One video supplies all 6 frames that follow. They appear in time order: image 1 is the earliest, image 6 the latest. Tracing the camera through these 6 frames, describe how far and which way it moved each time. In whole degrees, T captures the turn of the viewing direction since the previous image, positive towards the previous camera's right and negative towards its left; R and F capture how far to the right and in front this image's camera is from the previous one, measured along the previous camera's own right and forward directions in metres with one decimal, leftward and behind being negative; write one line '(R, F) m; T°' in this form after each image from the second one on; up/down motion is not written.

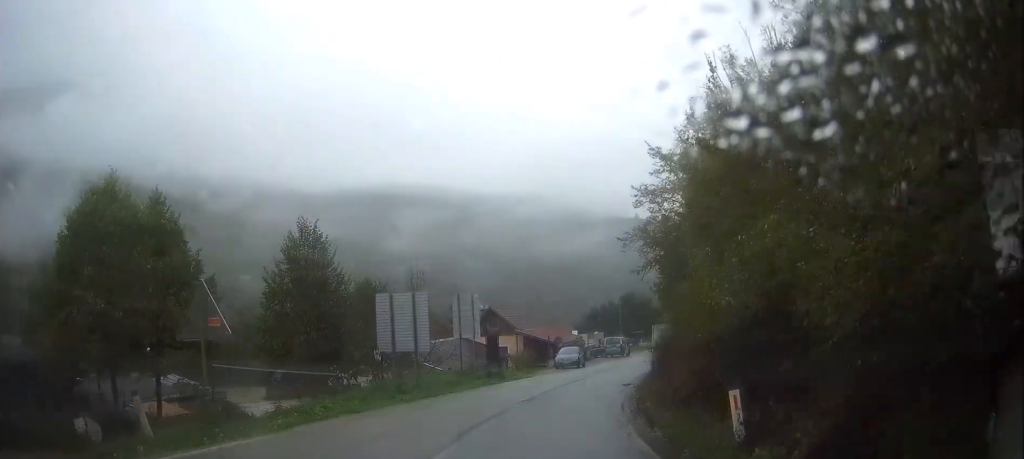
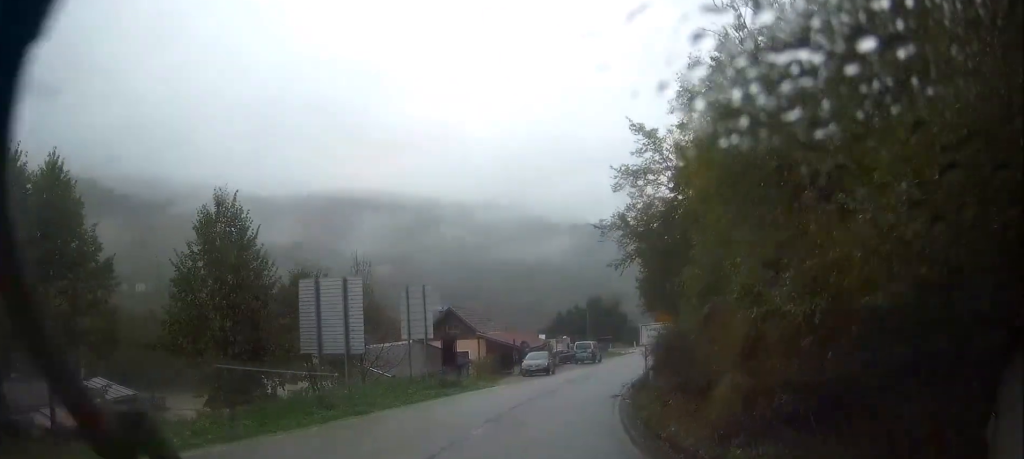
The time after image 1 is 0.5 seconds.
(+0.1, +5.9) m; +2°
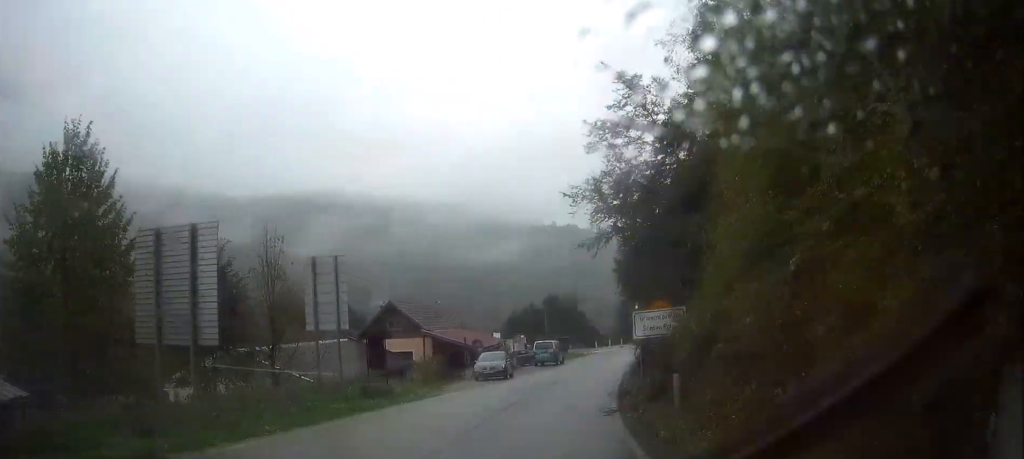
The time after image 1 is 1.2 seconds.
(+0.1, +7.9) m; +3°
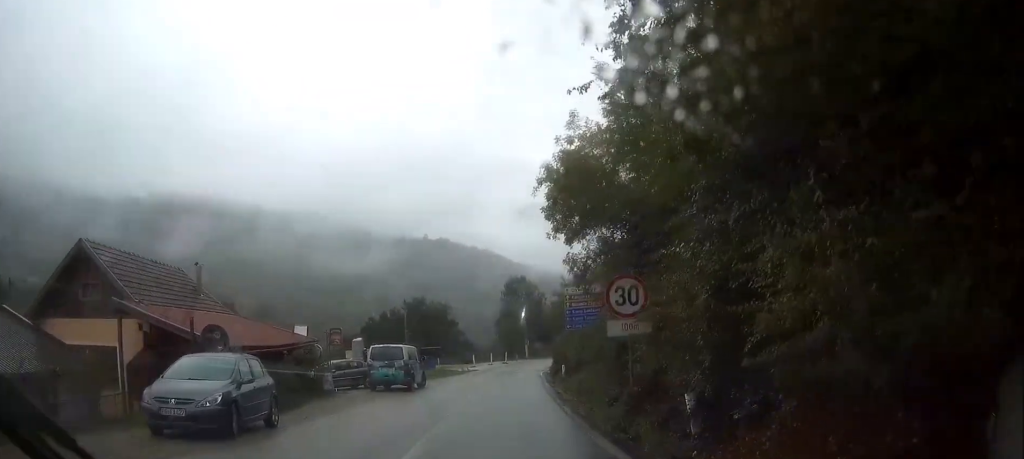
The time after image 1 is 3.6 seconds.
(+2.7, +27.5) m; +10°
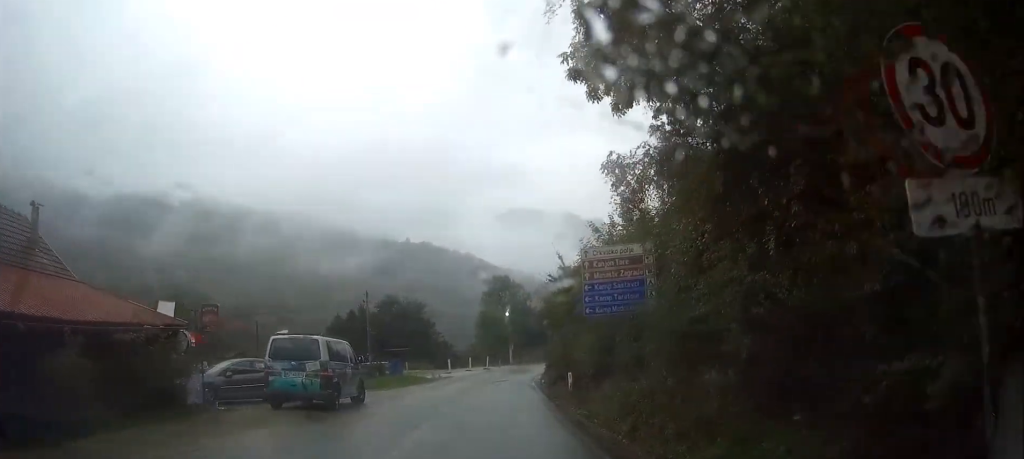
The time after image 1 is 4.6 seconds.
(+0.4, +12.2) m; +3°
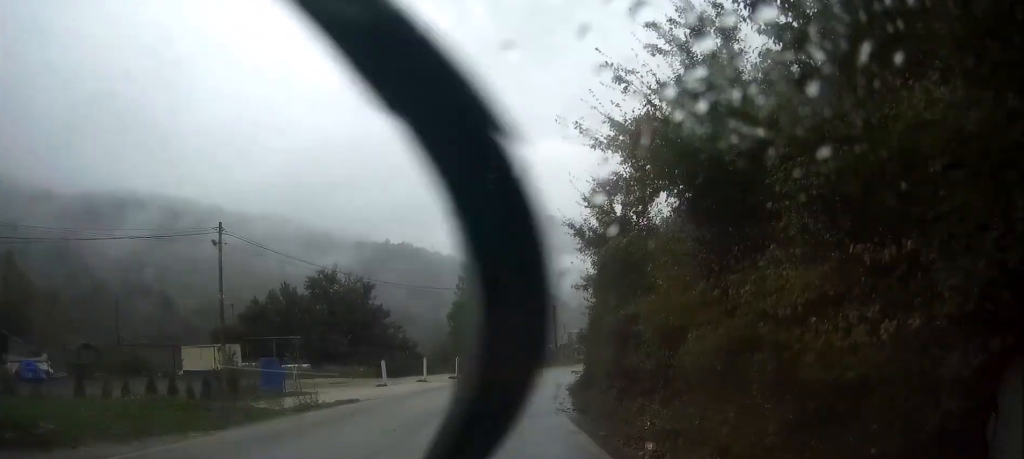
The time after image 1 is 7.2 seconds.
(+0.2, +30.3) m; +1°
